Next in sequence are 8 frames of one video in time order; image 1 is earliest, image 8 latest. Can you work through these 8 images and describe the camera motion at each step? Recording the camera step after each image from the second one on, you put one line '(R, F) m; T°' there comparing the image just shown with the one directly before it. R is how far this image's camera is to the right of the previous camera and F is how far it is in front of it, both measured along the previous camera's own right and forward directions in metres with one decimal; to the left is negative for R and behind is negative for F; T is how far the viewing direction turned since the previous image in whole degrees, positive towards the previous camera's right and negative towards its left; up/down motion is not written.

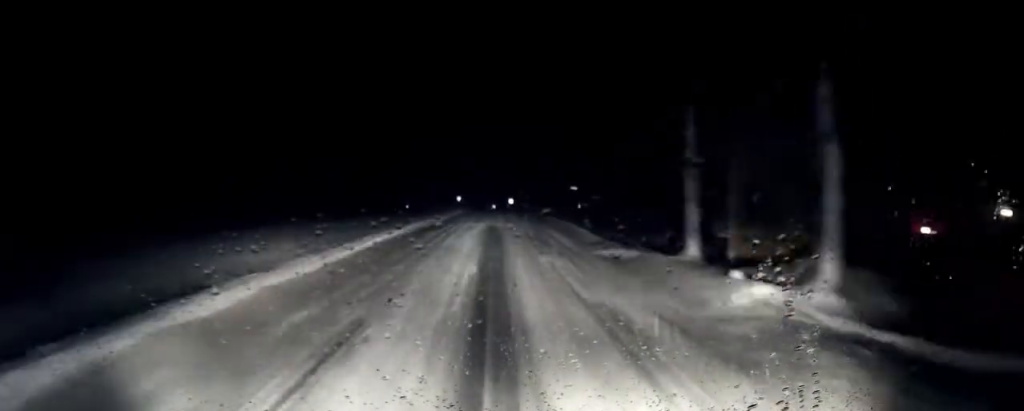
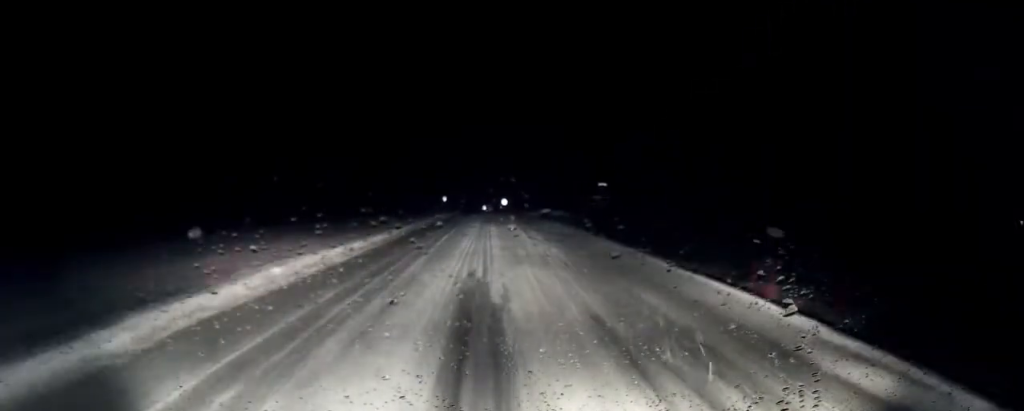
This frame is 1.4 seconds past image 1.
(+0.1, +17.4) m; -1°
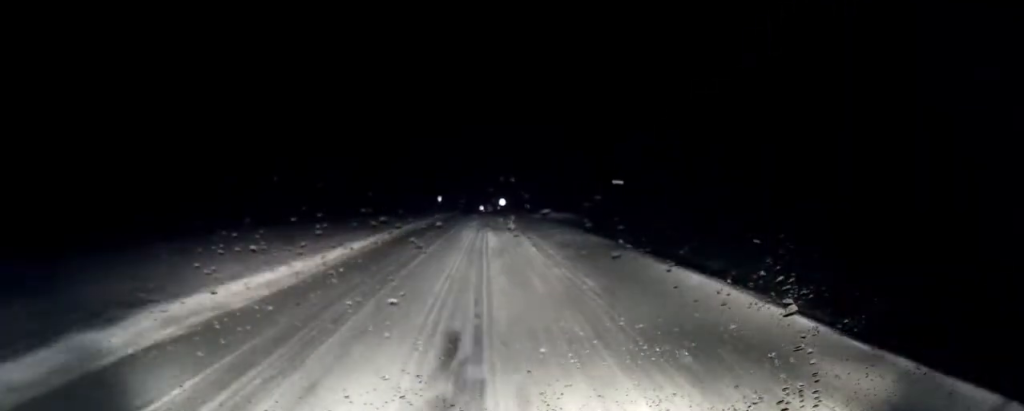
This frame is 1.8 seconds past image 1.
(-0.2, +5.0) m; 0°
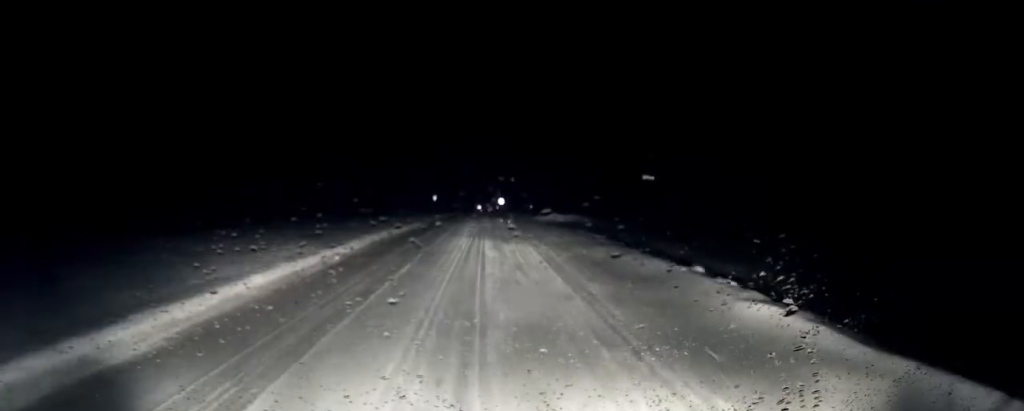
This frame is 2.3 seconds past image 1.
(-0.2, +6.2) m; 0°
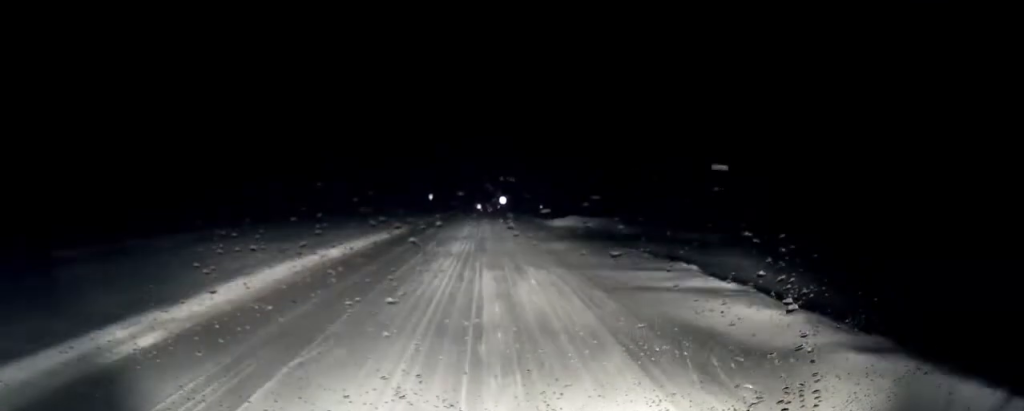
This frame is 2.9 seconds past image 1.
(+0.2, +7.9) m; 0°
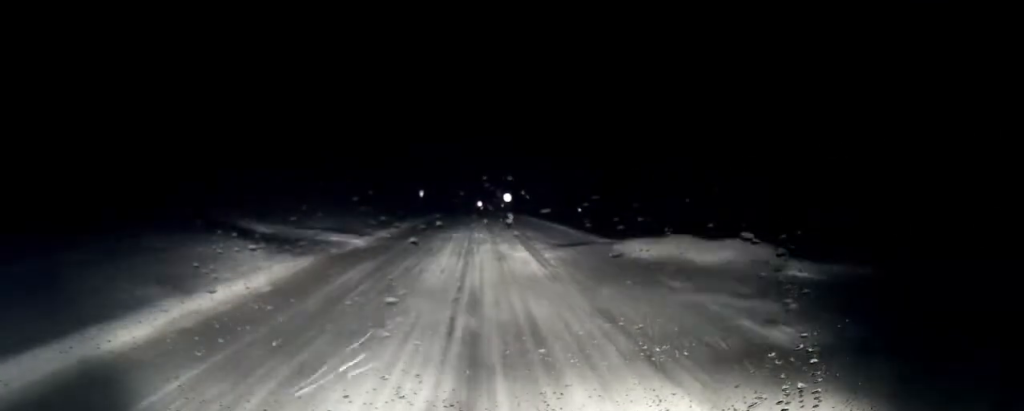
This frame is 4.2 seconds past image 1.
(-0.2, +15.5) m; -1°
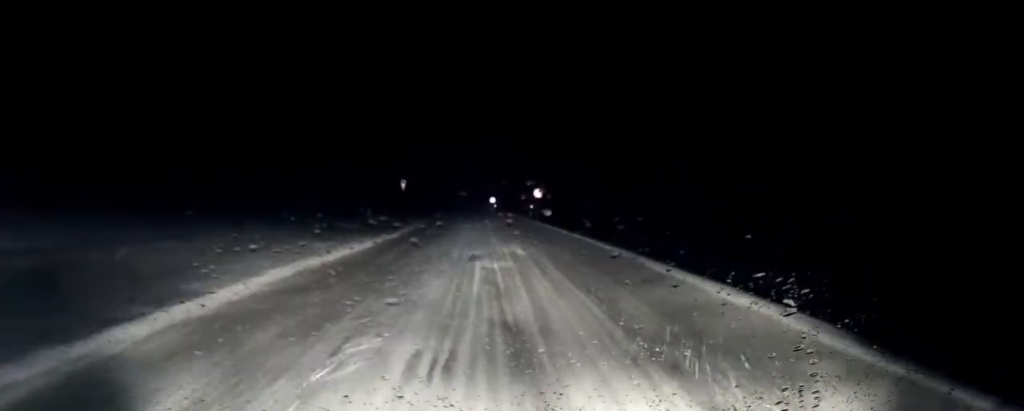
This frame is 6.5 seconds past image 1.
(0.0, +29.3) m; -1°
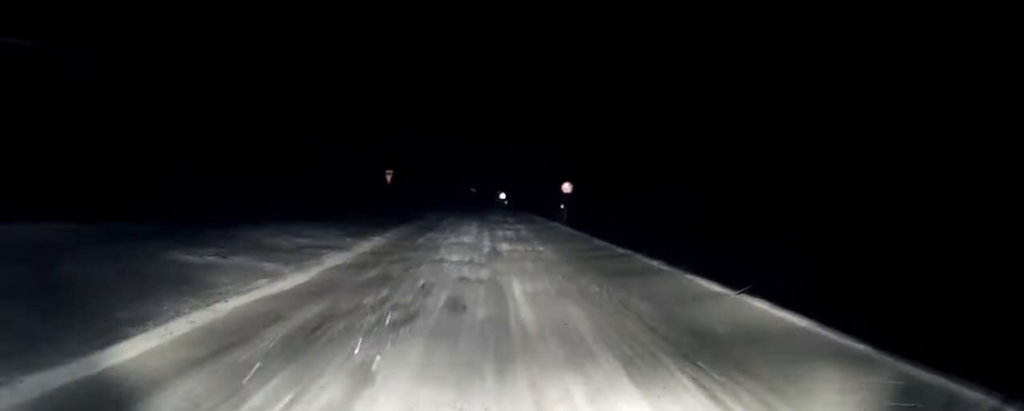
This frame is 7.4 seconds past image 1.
(-0.1, +12.2) m; -2°
